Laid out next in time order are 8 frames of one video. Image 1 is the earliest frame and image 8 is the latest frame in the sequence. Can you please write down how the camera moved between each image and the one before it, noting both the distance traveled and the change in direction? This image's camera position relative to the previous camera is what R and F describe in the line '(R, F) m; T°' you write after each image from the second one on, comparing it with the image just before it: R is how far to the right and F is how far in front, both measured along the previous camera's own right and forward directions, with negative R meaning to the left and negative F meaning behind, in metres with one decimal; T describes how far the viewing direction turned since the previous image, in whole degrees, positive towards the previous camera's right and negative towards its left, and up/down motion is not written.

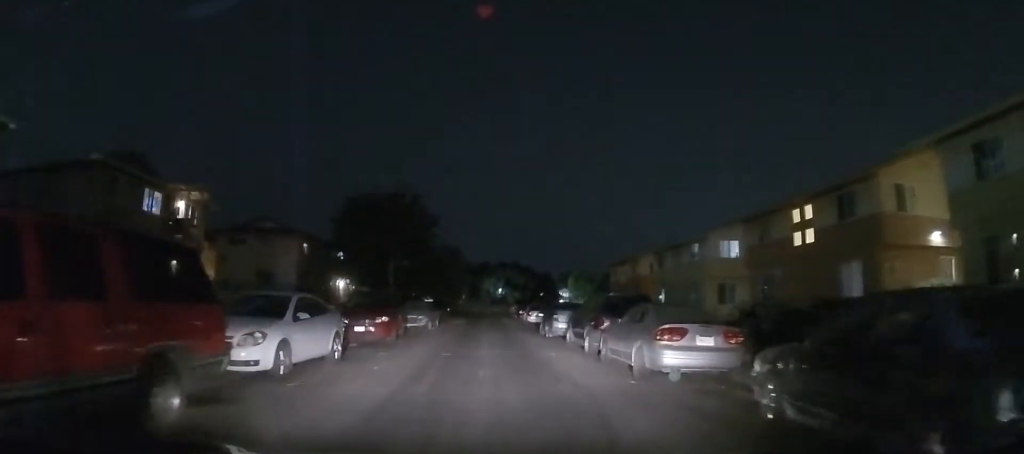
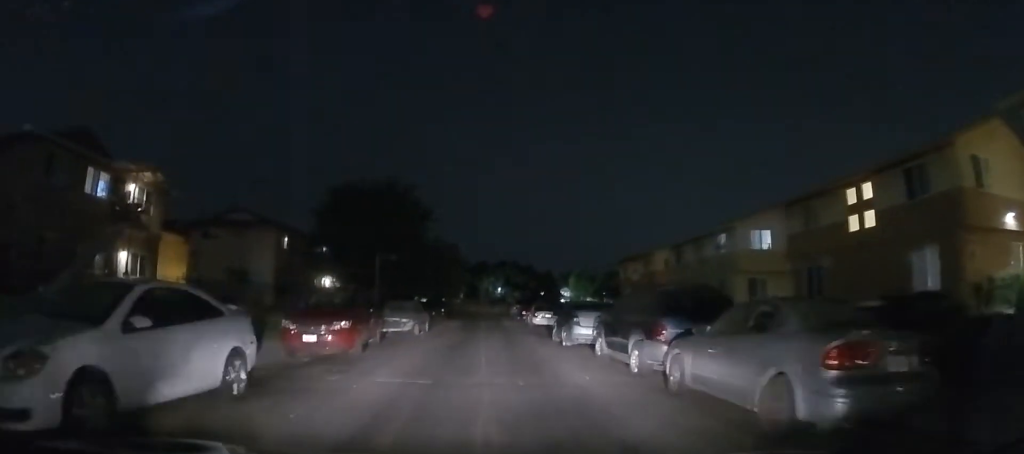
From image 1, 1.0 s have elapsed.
(-0.1, +4.6) m; -1°
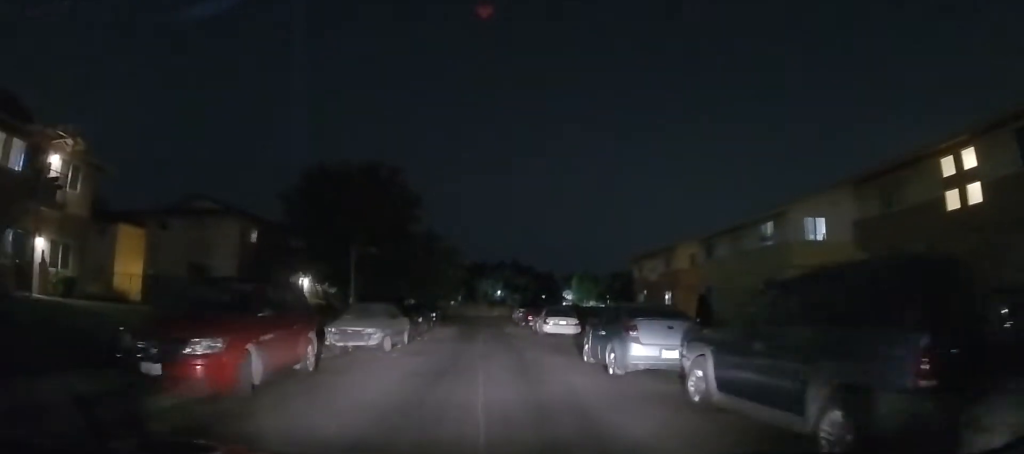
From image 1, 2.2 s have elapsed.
(0.0, +5.8) m; 0°
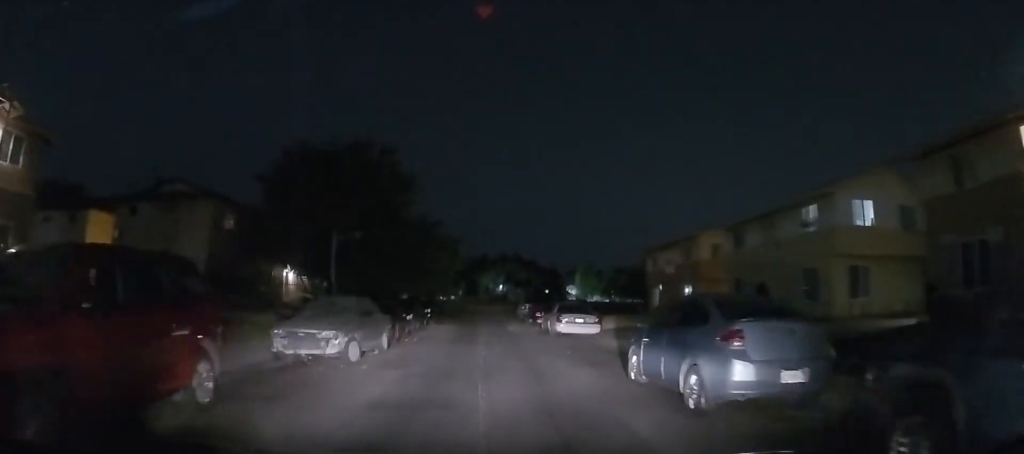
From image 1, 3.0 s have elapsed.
(0.0, +3.8) m; 0°
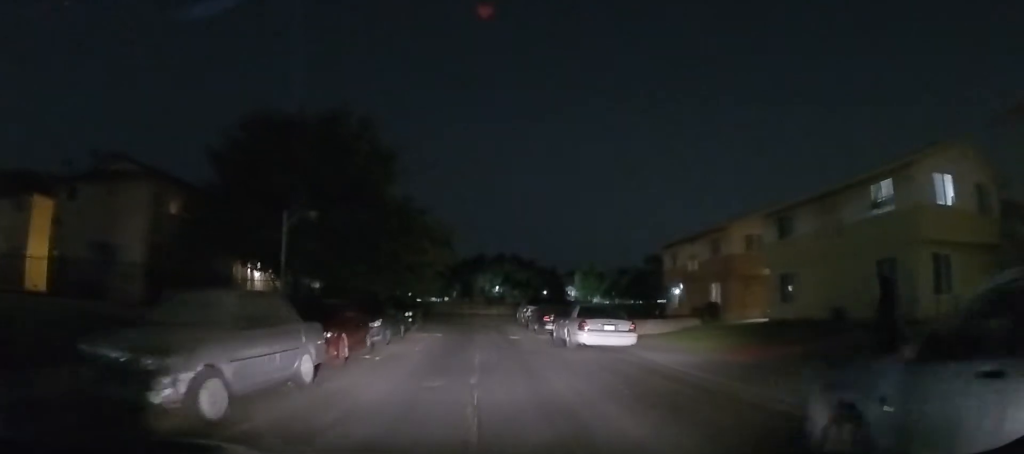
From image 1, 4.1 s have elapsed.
(0.0, +5.5) m; 0°
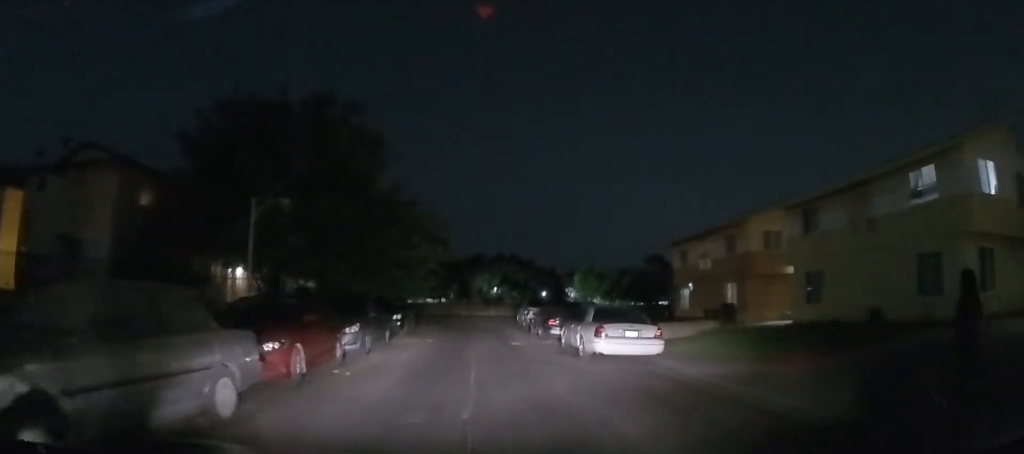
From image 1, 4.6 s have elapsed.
(0.0, +2.5) m; 0°
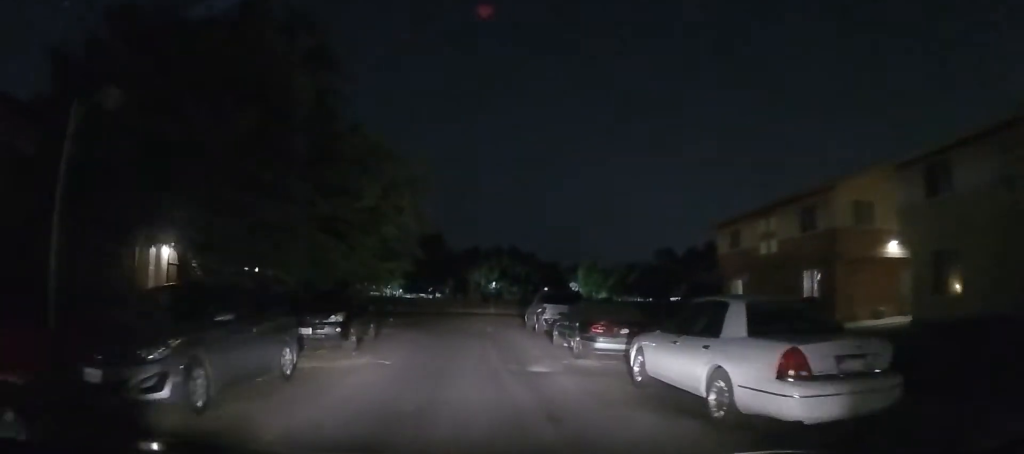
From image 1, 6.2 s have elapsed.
(0.0, +8.3) m; 0°
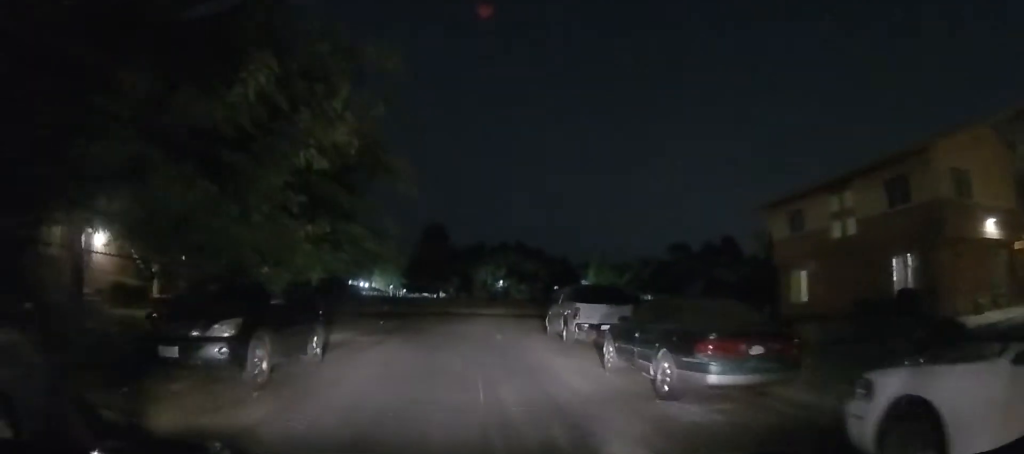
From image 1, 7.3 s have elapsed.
(0.0, +5.7) m; 0°
